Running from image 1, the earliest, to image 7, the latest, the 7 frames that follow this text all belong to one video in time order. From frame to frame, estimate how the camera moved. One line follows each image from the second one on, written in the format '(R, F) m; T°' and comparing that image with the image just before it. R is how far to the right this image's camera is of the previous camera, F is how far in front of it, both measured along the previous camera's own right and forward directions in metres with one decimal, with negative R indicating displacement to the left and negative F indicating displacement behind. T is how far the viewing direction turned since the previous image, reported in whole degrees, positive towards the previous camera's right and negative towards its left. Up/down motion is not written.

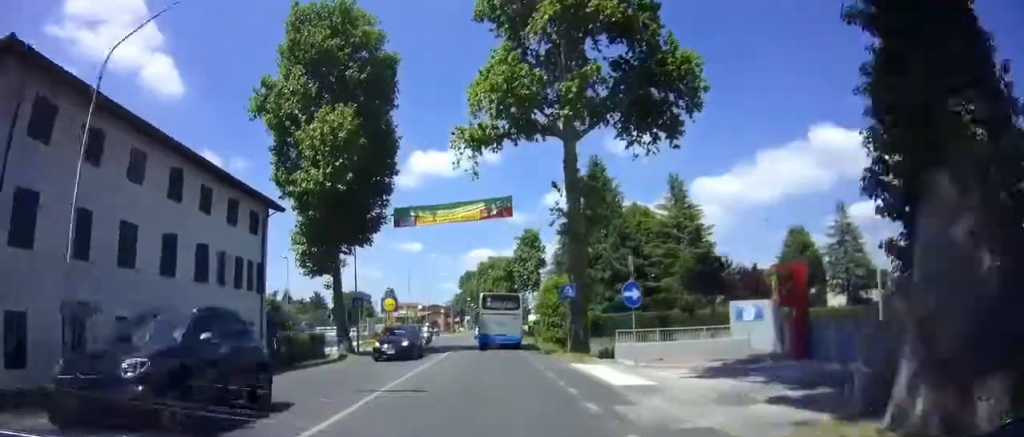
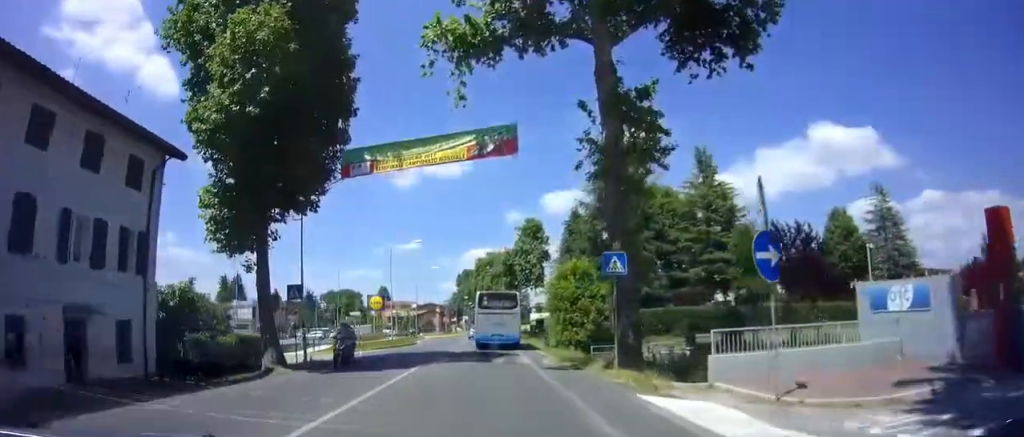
(0.0, +10.6) m; -1°
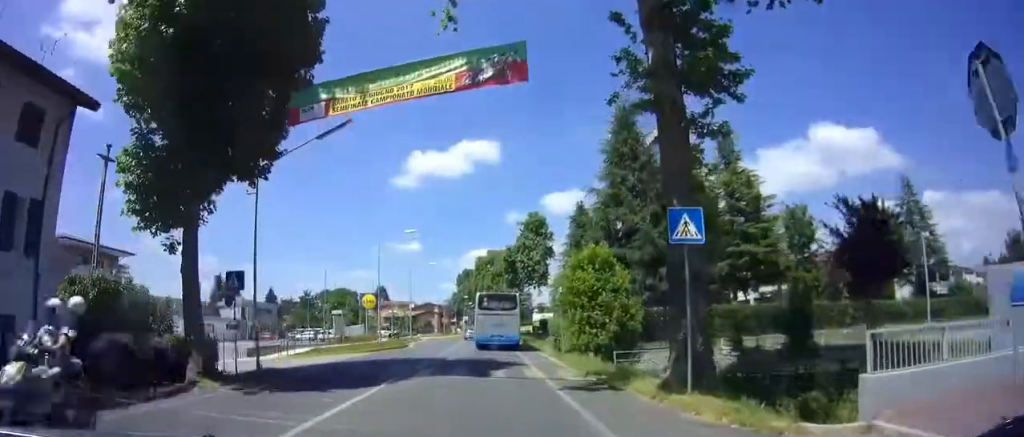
(0.0, +5.3) m; 0°
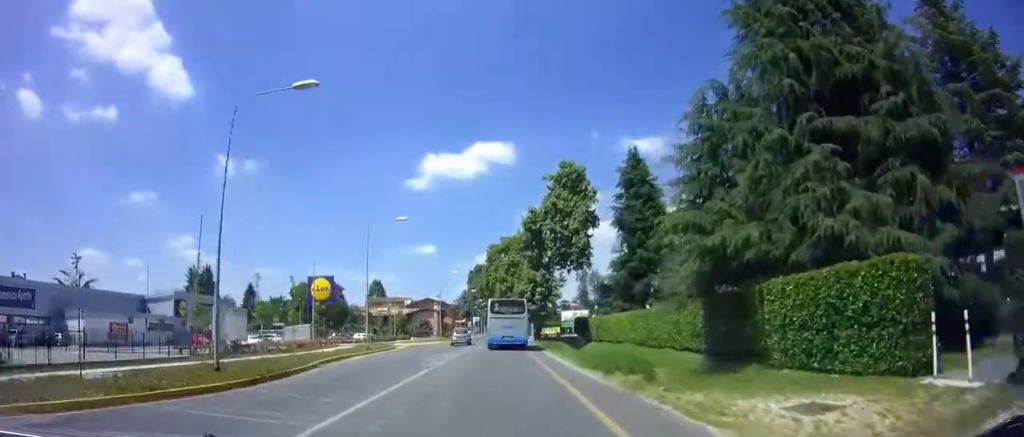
(-0.1, +28.0) m; 0°
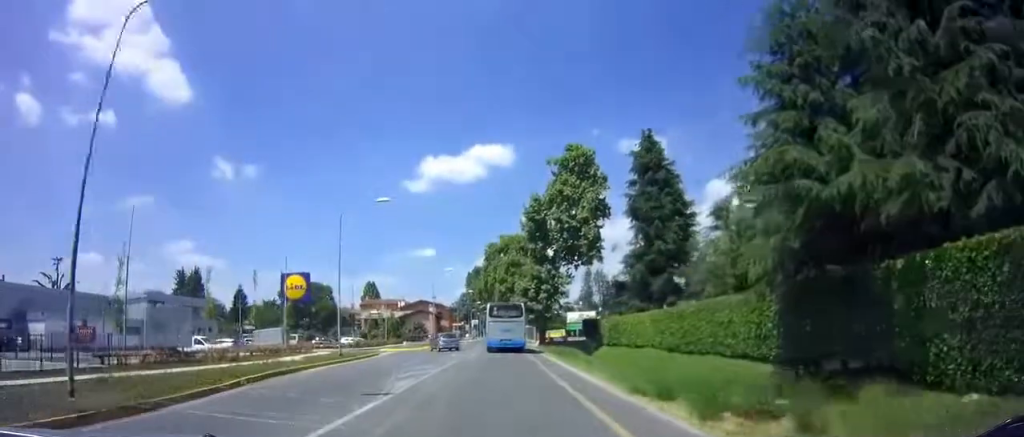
(0.0, +5.7) m; 0°
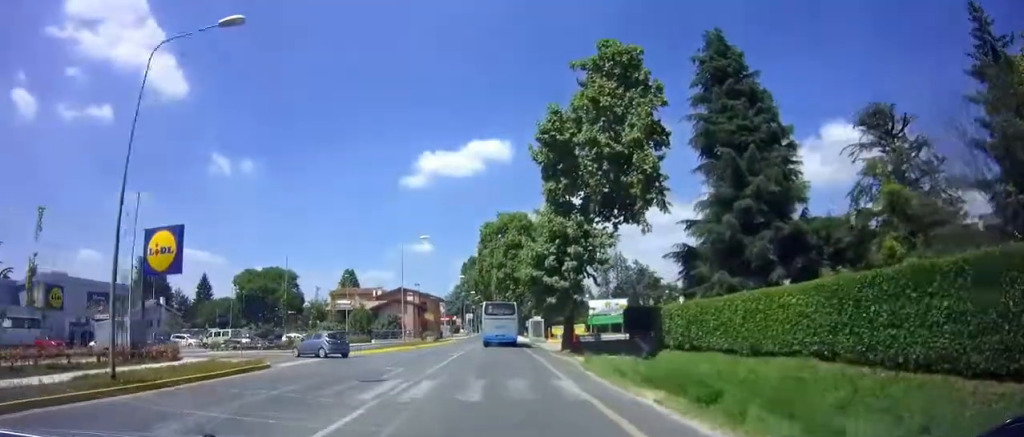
(+0.1, +18.4) m; -1°
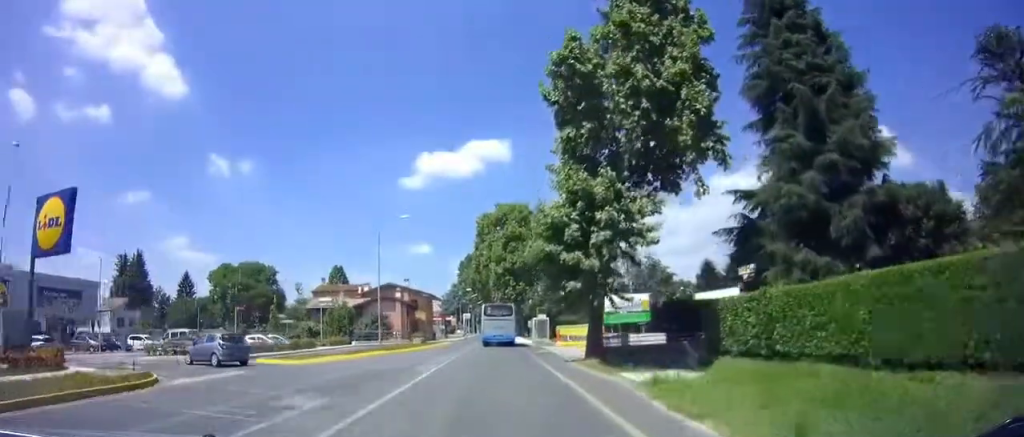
(-0.1, +8.8) m; 0°
